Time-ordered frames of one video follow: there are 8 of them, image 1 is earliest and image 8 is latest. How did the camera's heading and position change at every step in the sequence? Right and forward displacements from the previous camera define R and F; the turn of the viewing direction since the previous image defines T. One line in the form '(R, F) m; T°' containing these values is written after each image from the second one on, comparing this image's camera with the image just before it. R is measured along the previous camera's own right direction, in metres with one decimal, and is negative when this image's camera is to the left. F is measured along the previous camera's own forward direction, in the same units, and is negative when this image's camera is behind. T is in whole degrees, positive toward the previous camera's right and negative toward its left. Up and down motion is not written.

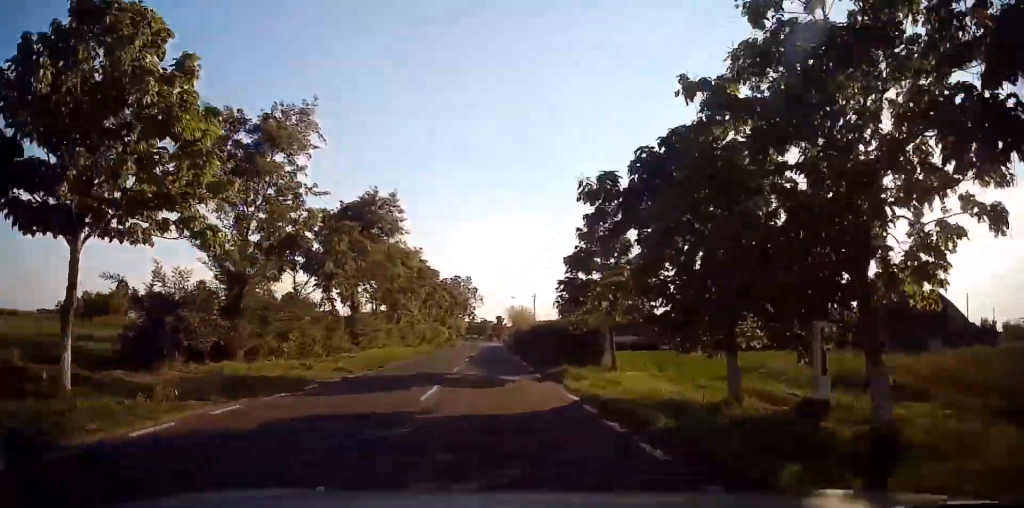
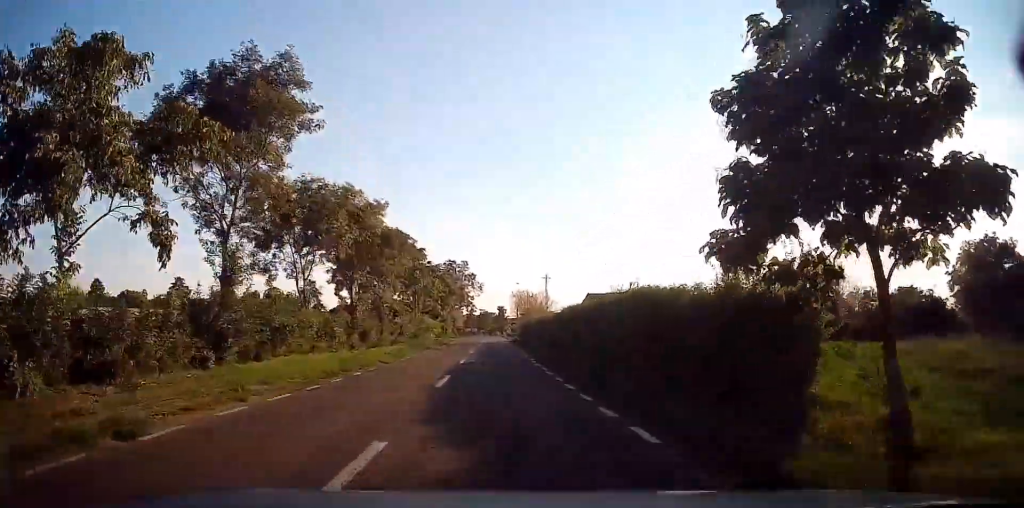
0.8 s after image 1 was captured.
(-0.2, +15.4) m; -1°
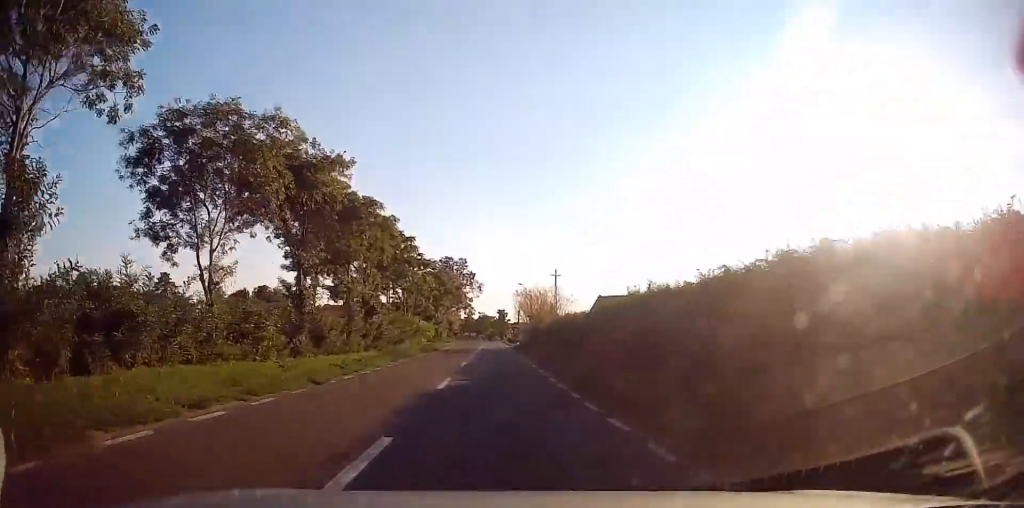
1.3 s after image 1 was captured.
(-0.1, +8.7) m; 0°
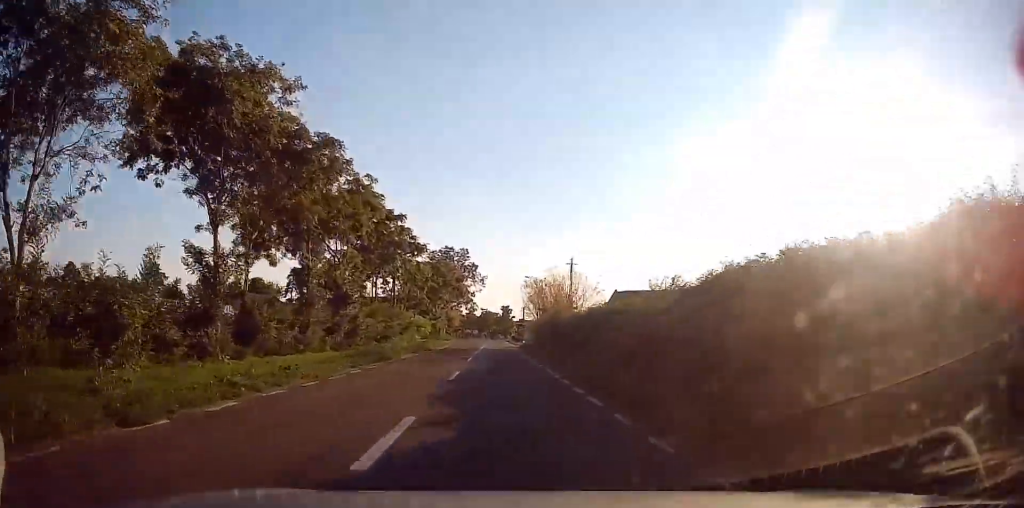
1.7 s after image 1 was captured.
(-0.1, +7.8) m; 0°
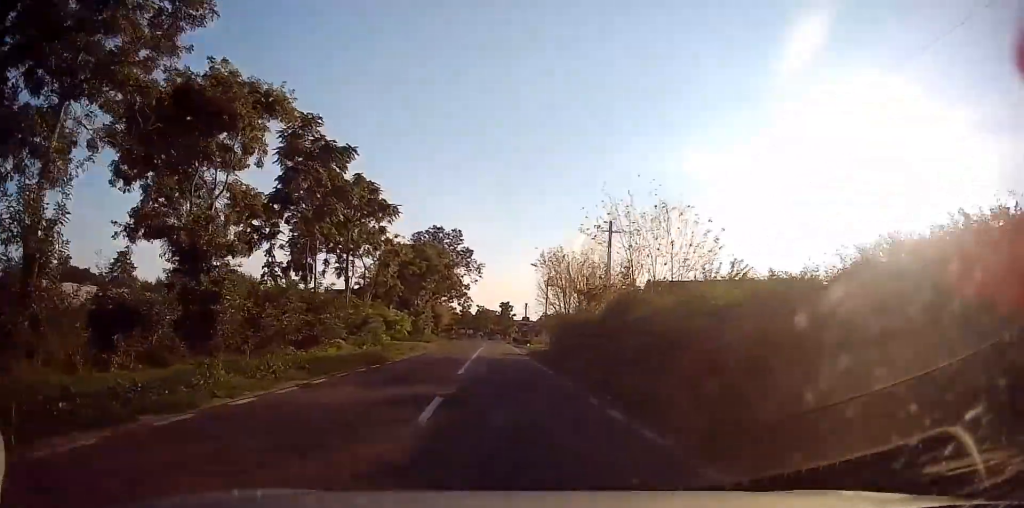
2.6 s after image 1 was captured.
(+0.2, +15.5) m; +2°
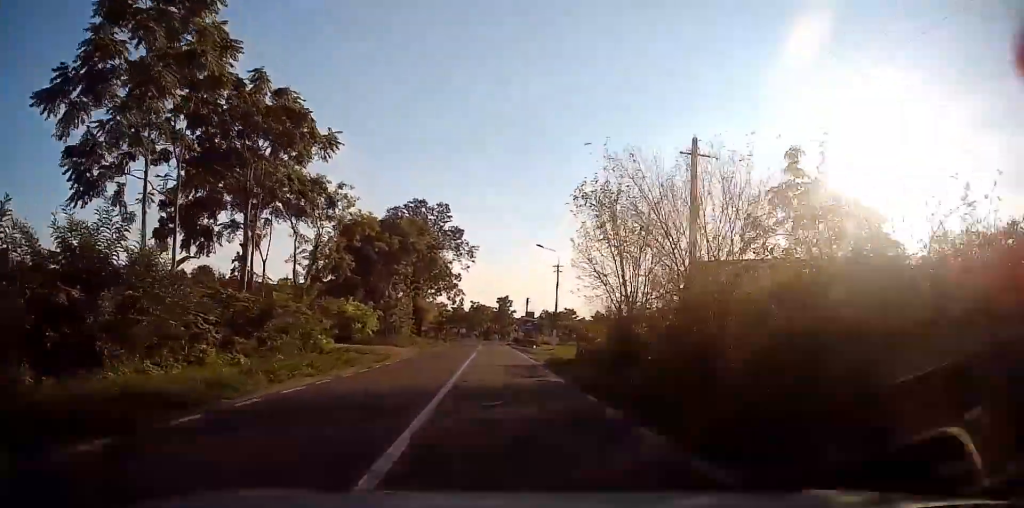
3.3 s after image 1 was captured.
(+0.4, +13.7) m; 0°
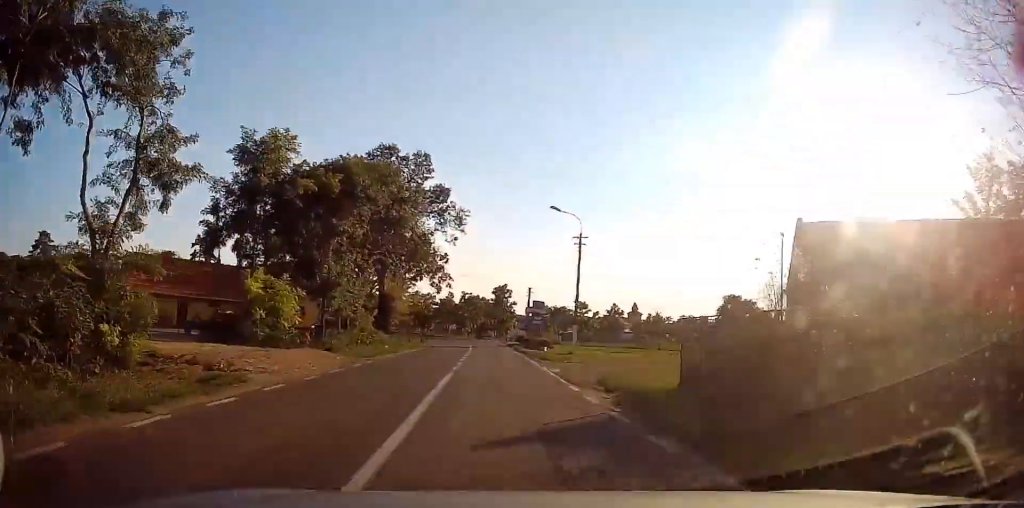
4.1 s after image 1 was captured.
(-0.1, +15.1) m; -1°
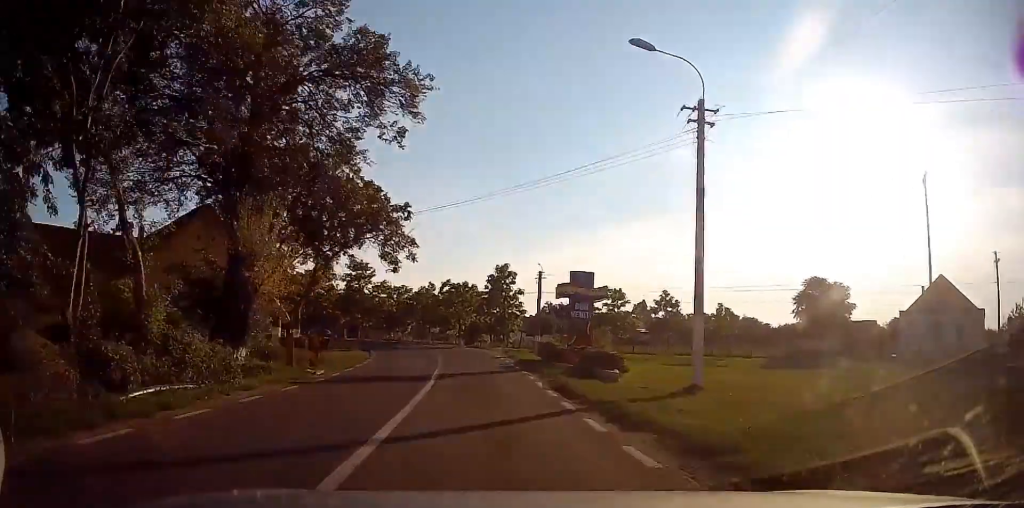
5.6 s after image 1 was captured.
(-0.1, +23.6) m; -1°
